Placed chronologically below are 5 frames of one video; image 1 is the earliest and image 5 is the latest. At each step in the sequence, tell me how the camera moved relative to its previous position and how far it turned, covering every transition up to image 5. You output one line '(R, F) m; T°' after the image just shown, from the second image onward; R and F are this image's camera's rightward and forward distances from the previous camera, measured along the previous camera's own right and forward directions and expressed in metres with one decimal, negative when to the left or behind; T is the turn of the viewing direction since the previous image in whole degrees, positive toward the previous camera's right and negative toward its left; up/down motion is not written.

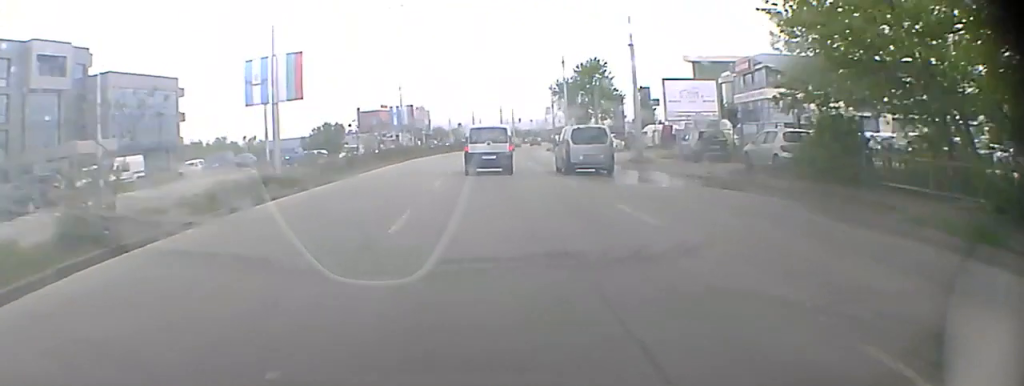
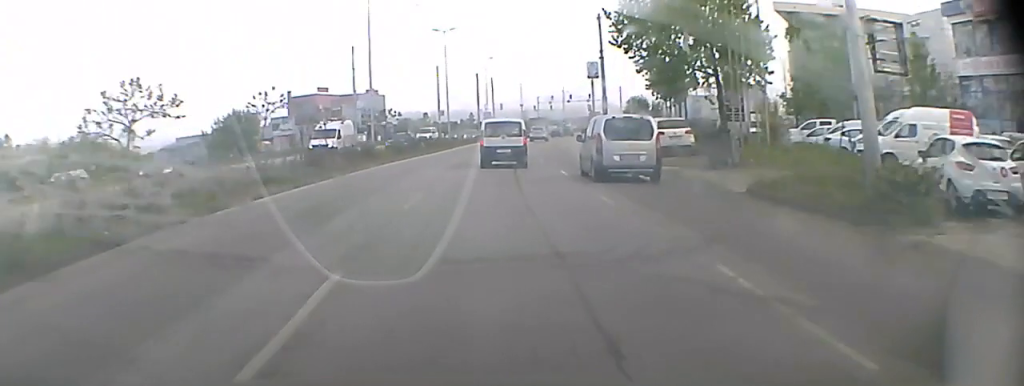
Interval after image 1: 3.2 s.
(+0.3, +49.9) m; +1°
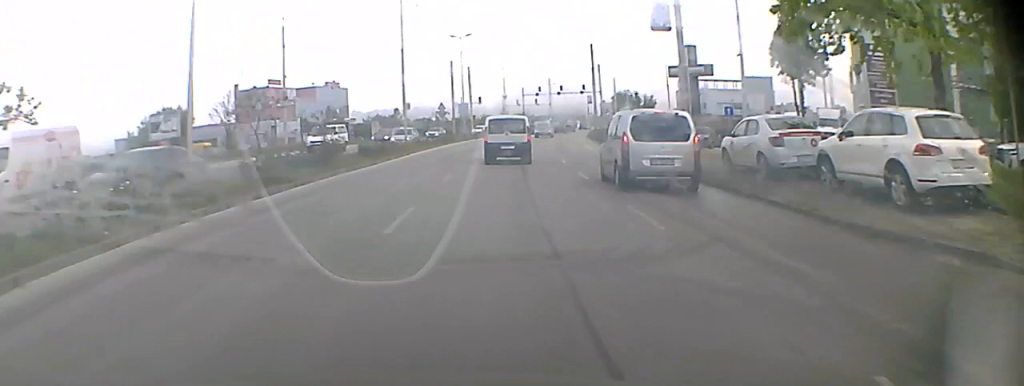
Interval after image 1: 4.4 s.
(0.0, +19.3) m; +1°
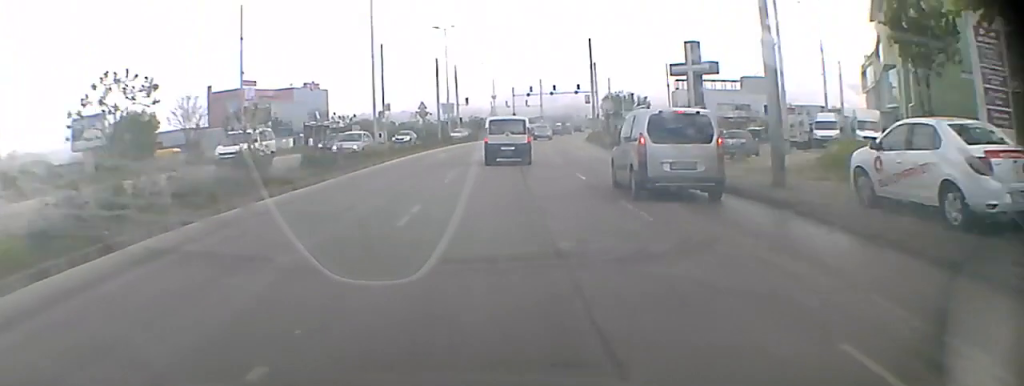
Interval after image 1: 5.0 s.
(+0.1, +9.8) m; +1°
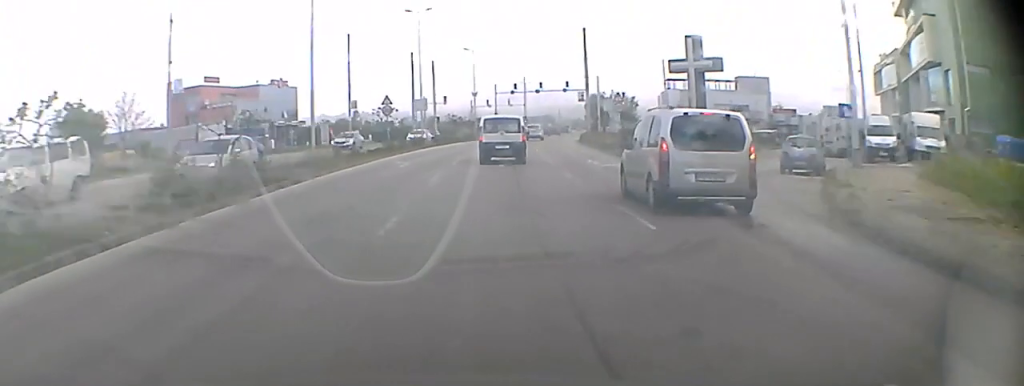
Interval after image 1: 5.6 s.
(0.0, +9.8) m; +1°
